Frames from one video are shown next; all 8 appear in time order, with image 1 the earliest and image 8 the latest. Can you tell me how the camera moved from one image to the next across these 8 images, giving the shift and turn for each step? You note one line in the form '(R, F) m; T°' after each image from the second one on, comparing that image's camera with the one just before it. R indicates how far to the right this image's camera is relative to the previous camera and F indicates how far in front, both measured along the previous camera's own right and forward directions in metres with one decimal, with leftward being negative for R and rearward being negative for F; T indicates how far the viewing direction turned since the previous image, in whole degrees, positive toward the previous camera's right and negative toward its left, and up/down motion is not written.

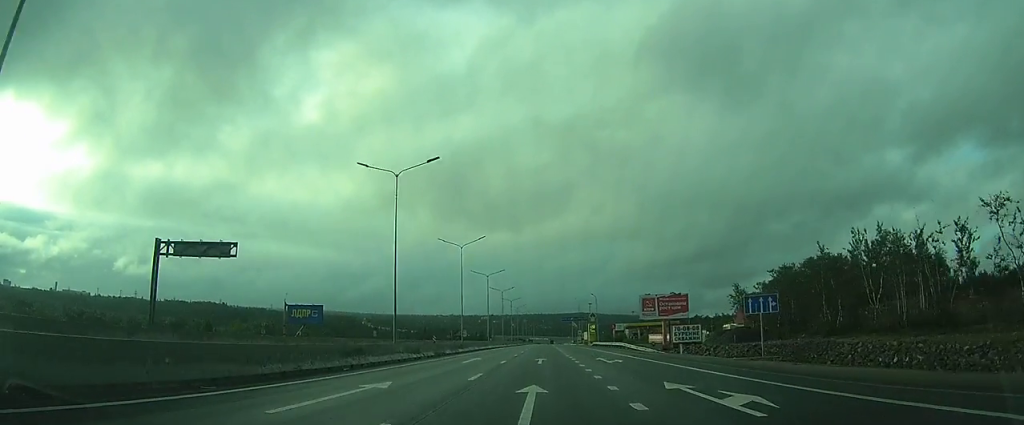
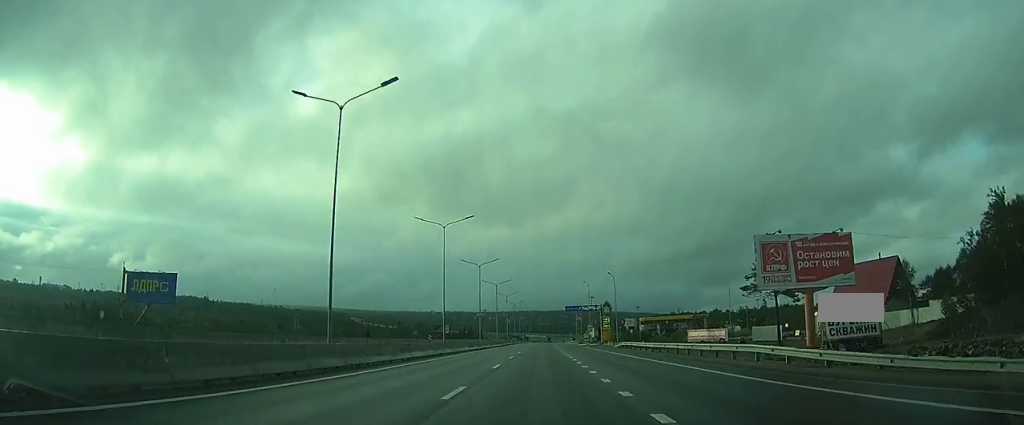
(+0.2, +42.1) m; +1°
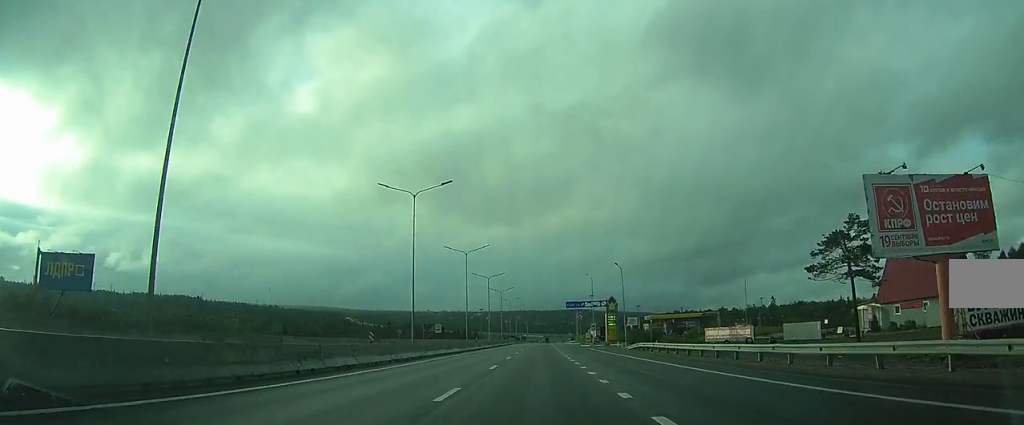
(+0.1, +12.7) m; 0°
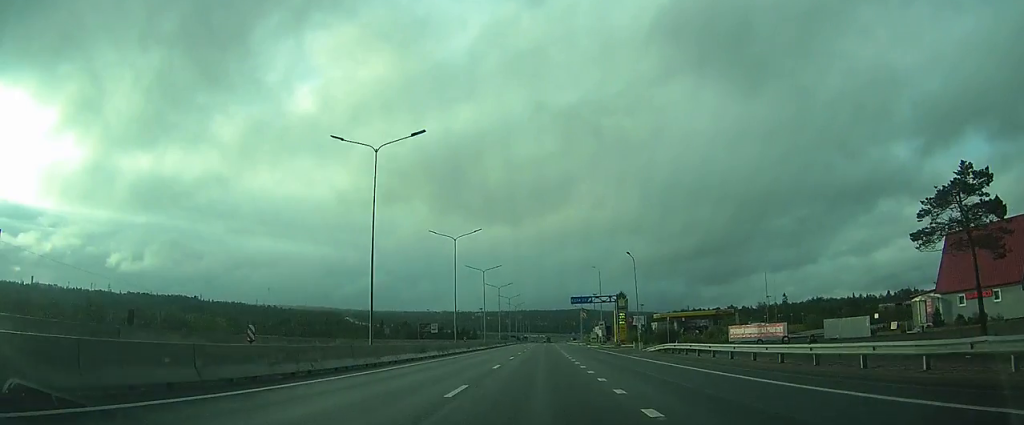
(0.0, +11.1) m; 0°
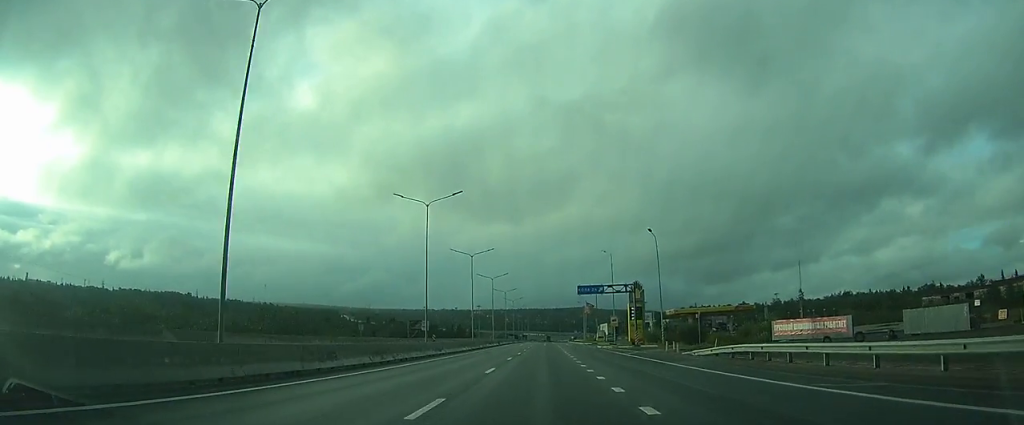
(0.0, +15.9) m; 0°
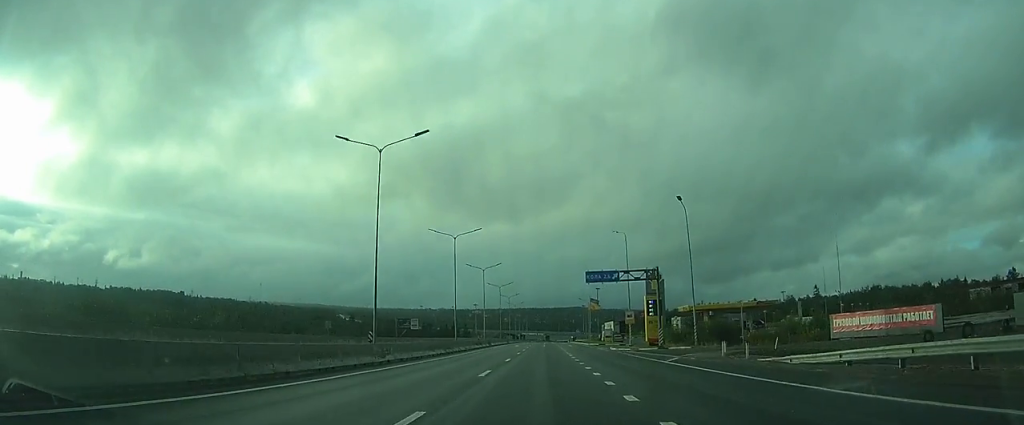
(0.0, +14.3) m; 0°
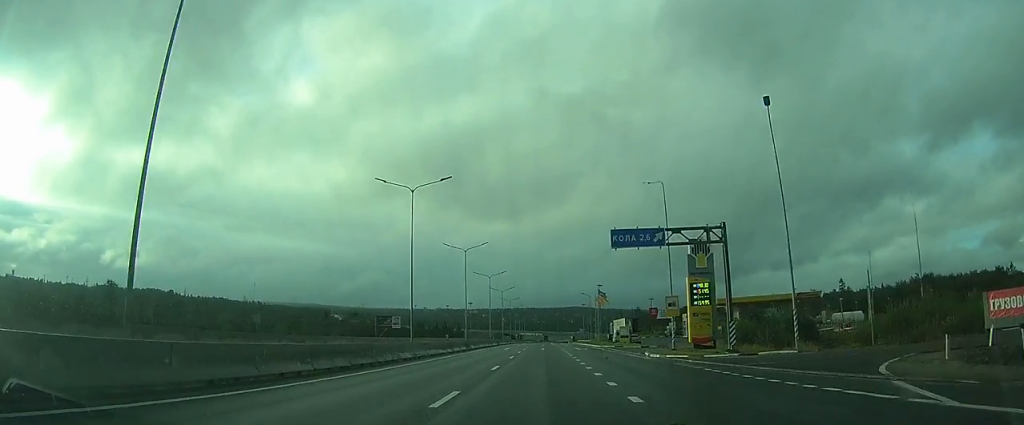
(0.0, +20.7) m; 0°
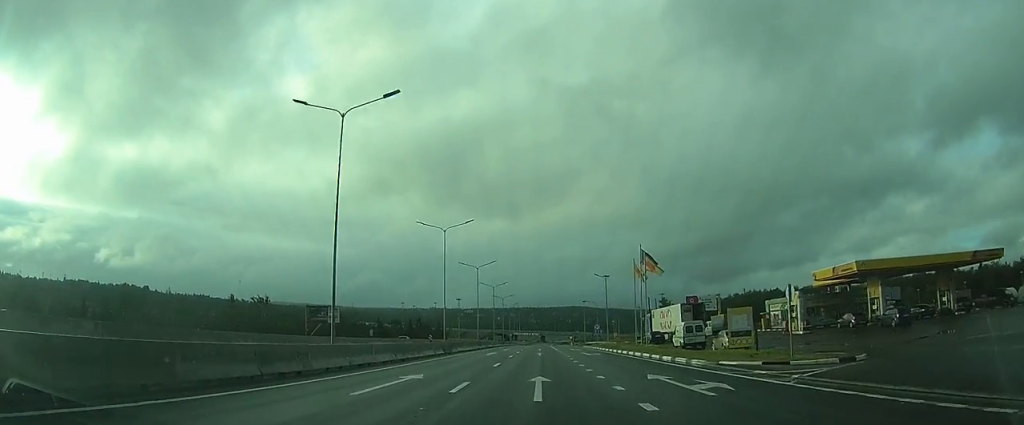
(0.0, +46.1) m; 0°
